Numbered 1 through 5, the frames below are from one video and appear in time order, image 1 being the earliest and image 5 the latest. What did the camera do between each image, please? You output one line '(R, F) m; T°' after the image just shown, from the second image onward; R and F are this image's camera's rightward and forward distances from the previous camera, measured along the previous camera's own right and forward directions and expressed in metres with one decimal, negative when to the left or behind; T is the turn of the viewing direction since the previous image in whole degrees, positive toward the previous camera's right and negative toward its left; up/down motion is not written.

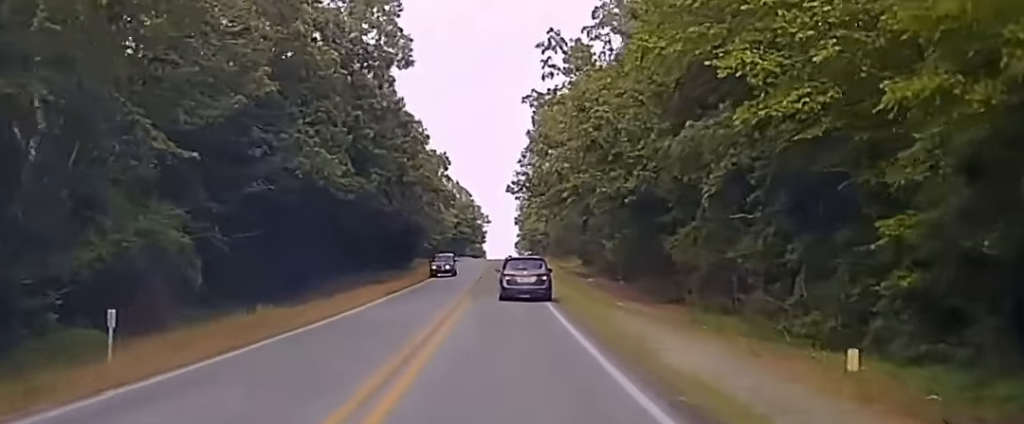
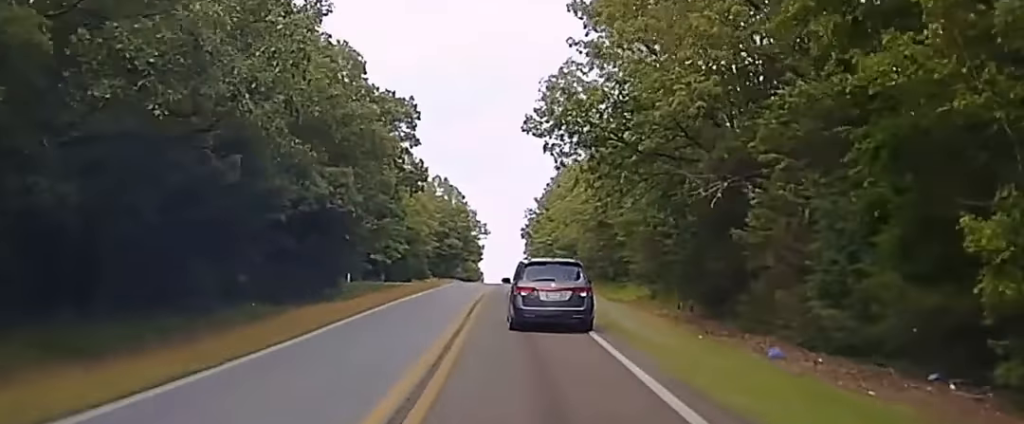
(-0.7, +59.1) m; -1°
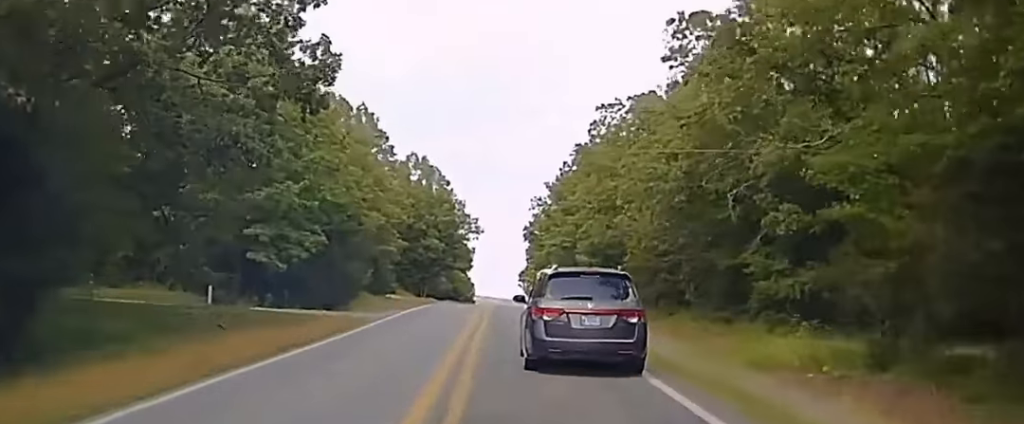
(+0.3, +36.7) m; +1°
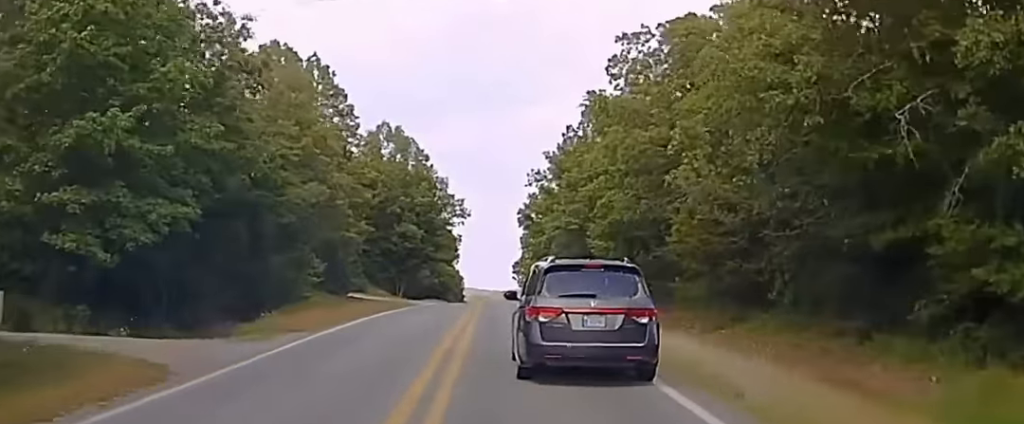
(+0.2, +18.1) m; 0°
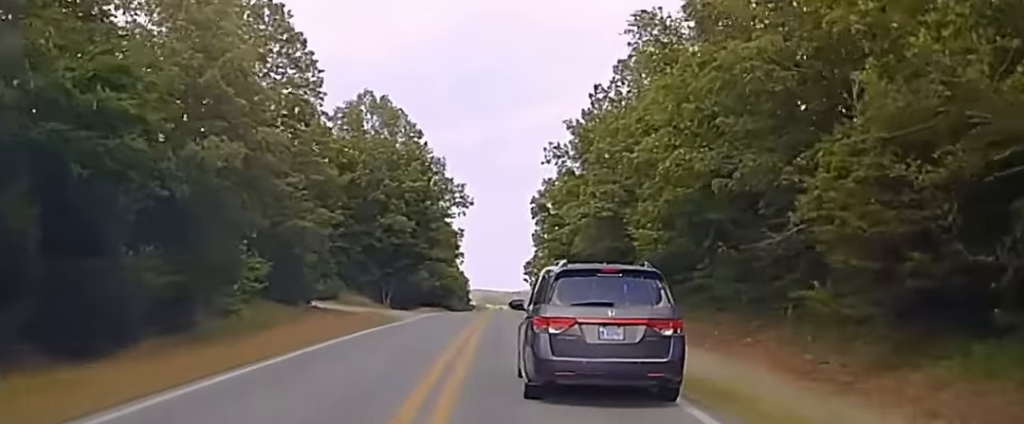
(-0.2, +17.6) m; -1°
